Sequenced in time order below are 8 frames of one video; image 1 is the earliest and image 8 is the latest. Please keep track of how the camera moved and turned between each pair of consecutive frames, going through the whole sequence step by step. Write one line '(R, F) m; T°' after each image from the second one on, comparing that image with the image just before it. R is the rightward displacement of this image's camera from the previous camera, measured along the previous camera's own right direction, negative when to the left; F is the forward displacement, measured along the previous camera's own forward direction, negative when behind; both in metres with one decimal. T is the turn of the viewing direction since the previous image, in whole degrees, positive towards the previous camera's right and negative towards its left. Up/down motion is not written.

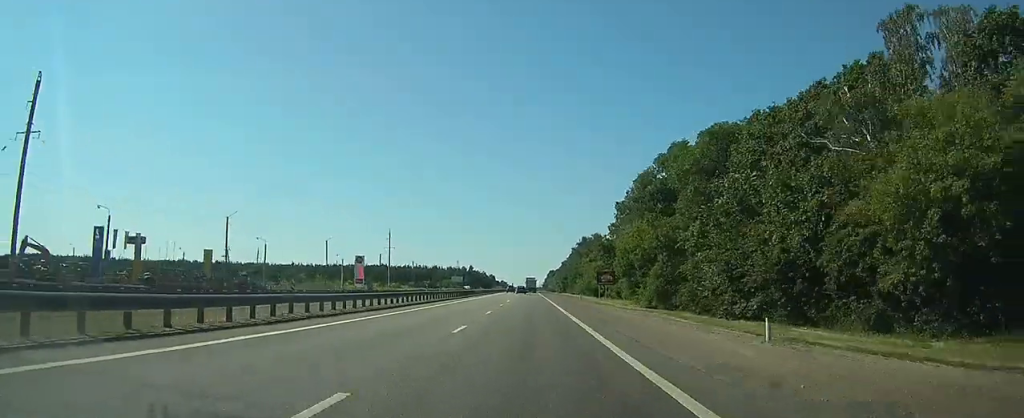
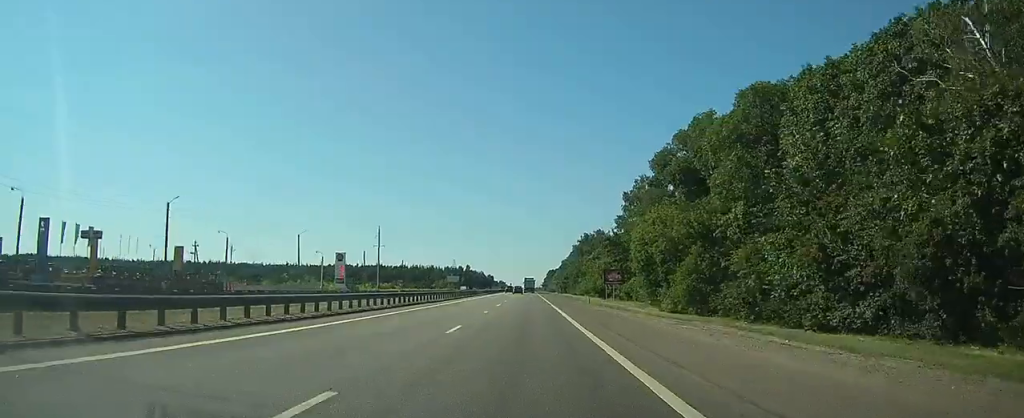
(0.0, +12.0) m; 0°
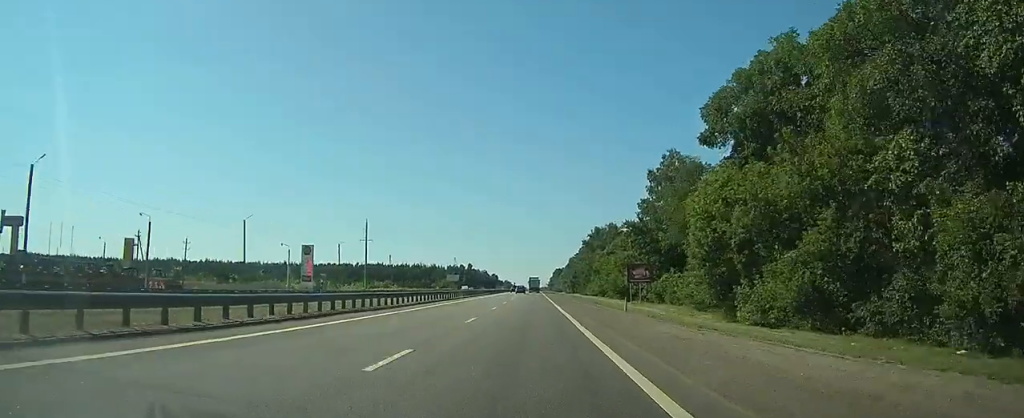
(0.0, +19.4) m; 0°
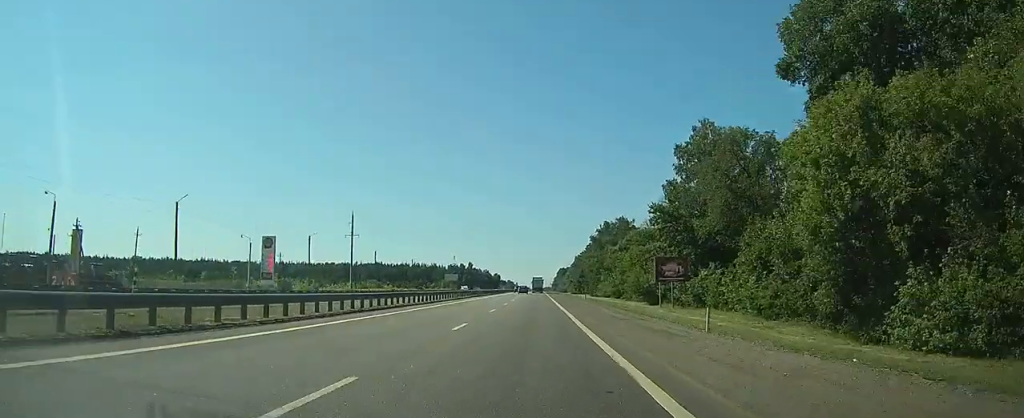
(0.0, +15.6) m; 0°
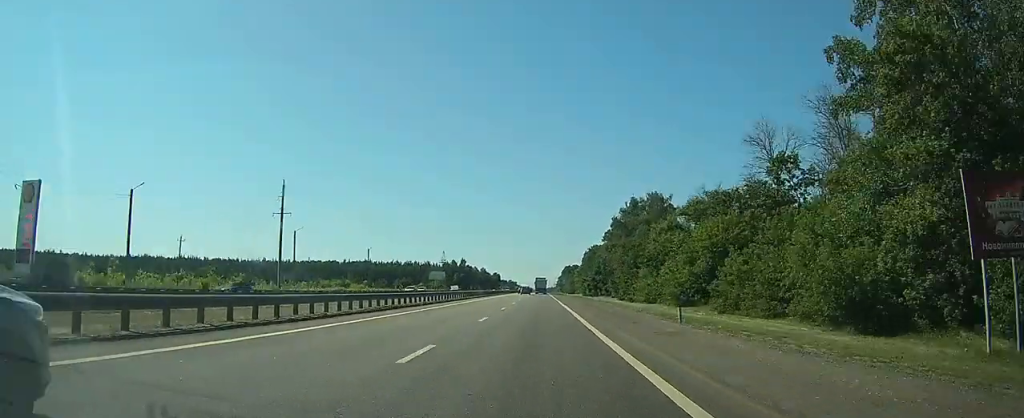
(-0.1, +43.0) m; 0°
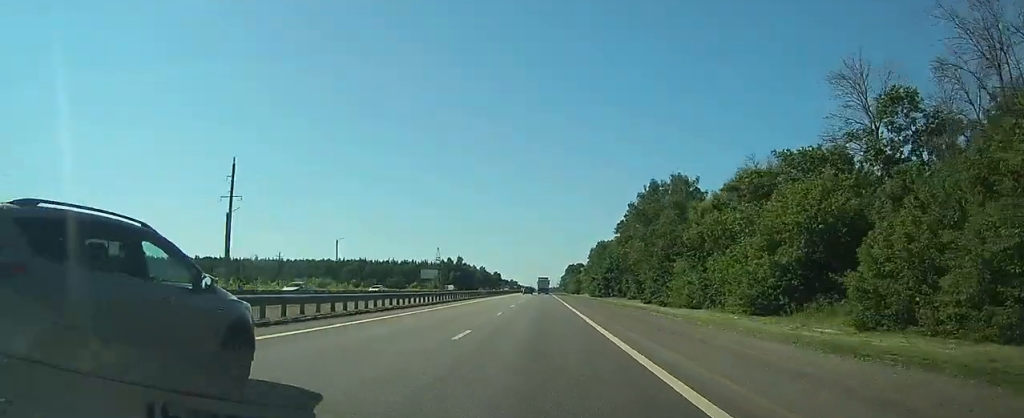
(0.0, +19.2) m; 0°
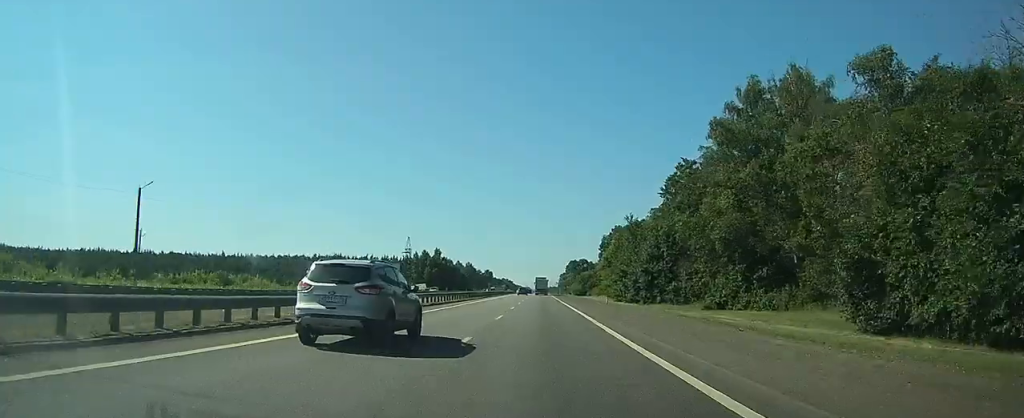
(-0.1, +49.7) m; 0°
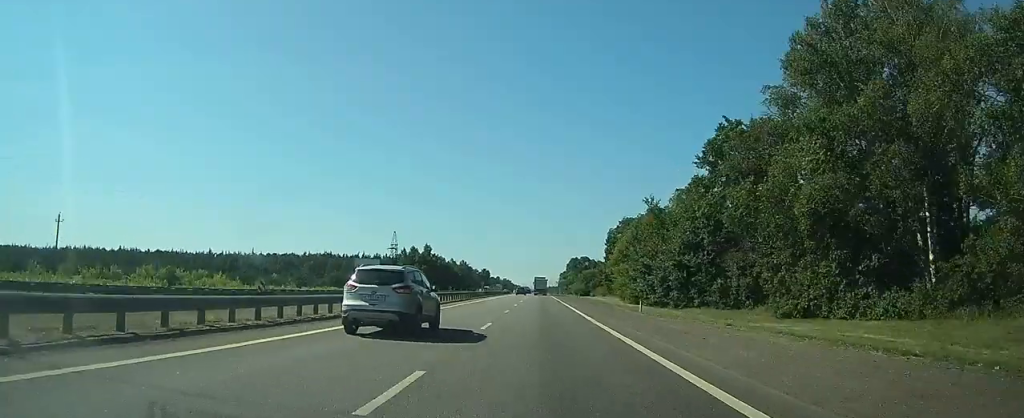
(0.0, +17.7) m; 0°
